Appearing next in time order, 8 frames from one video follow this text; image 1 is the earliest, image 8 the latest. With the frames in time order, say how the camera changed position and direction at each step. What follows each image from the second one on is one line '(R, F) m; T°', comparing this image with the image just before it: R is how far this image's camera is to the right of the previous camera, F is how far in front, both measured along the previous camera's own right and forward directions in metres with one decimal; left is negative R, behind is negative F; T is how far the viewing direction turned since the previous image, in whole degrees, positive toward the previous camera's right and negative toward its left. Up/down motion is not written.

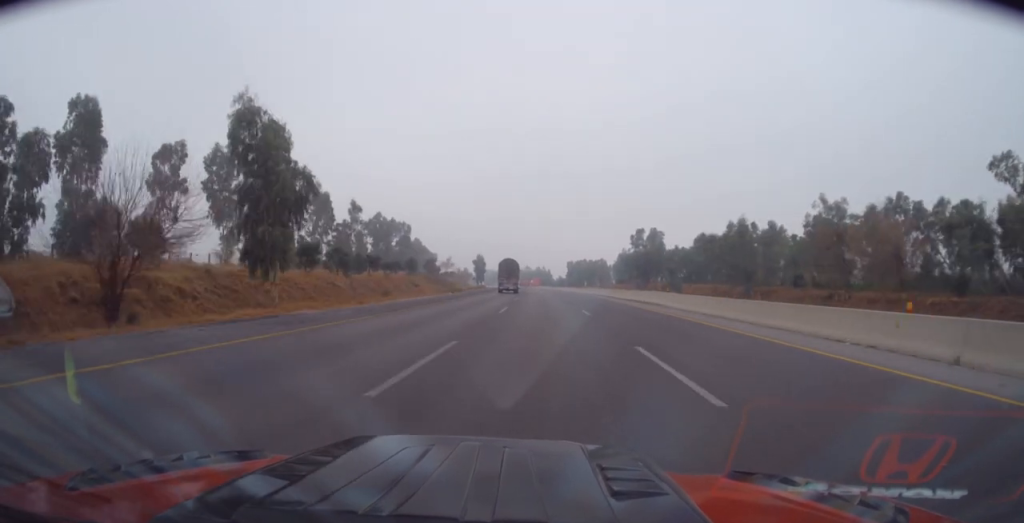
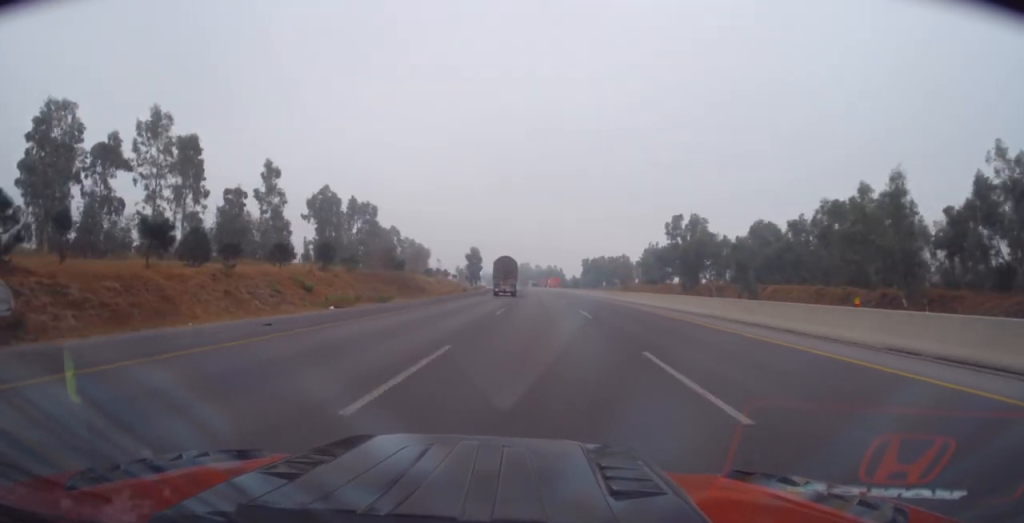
(-0.7, +37.0) m; -3°
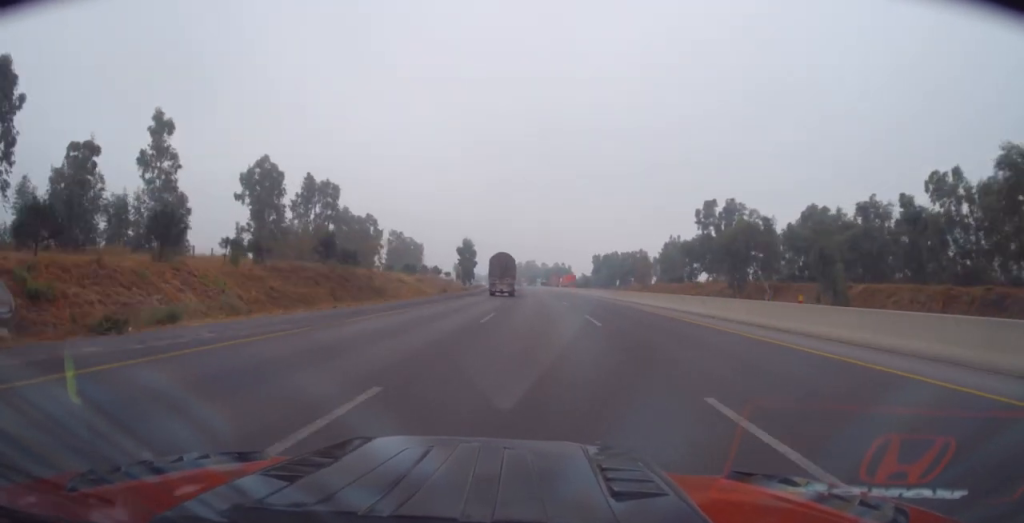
(-0.5, +22.9) m; 0°
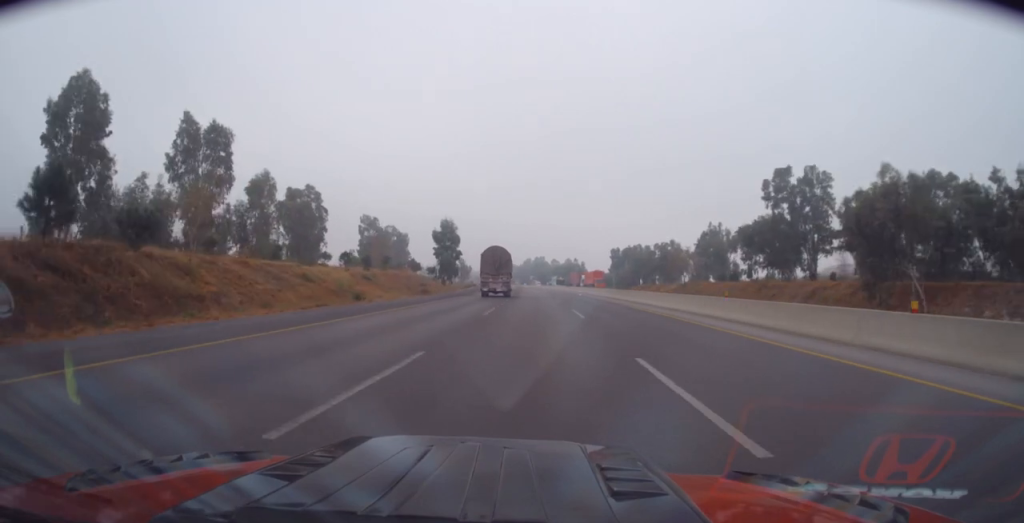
(0.0, +32.6) m; -1°
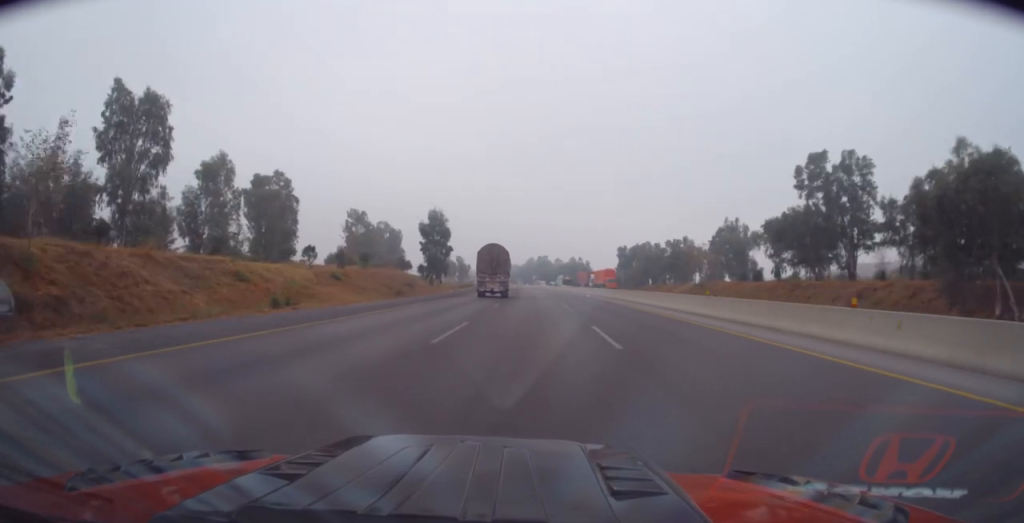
(-0.4, +10.6) m; 0°
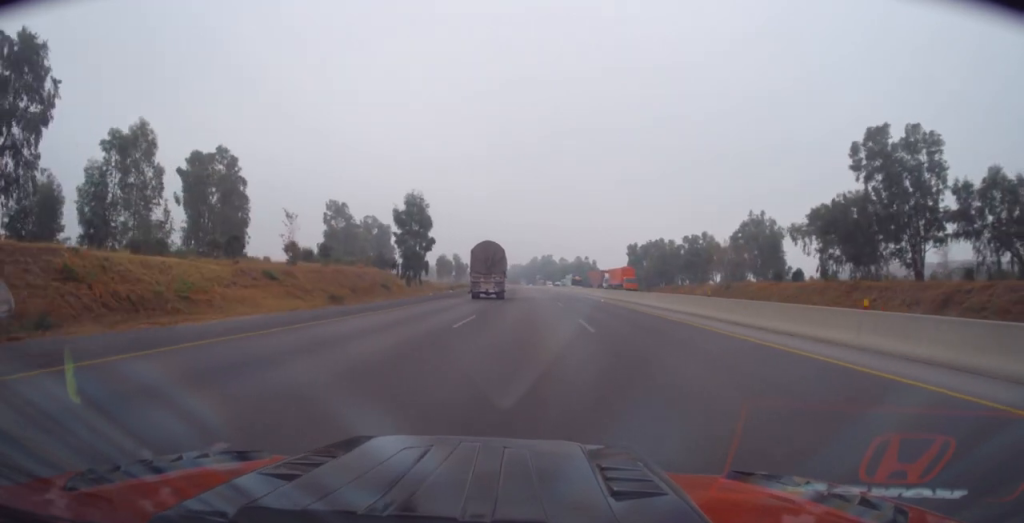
(+0.1, +13.9) m; 0°
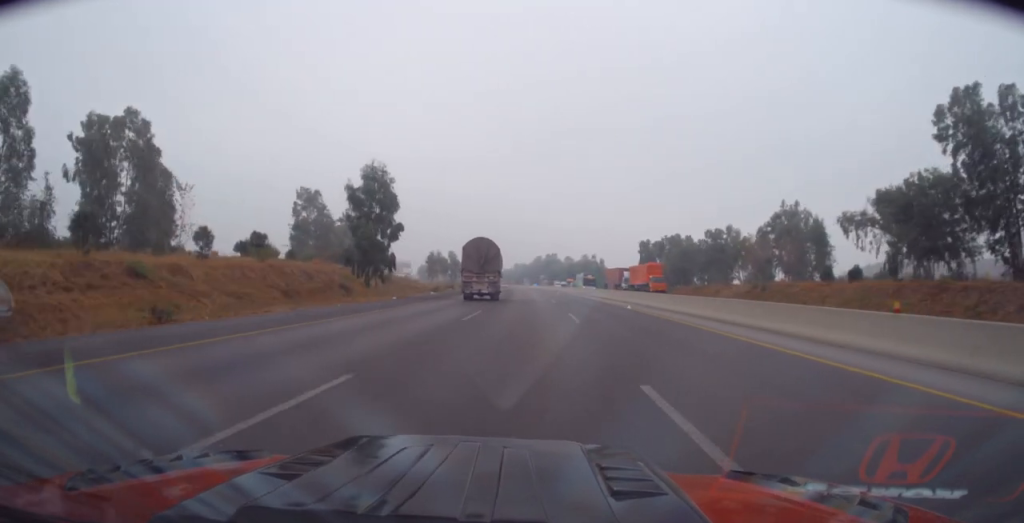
(+0.3, +14.7) m; 0°
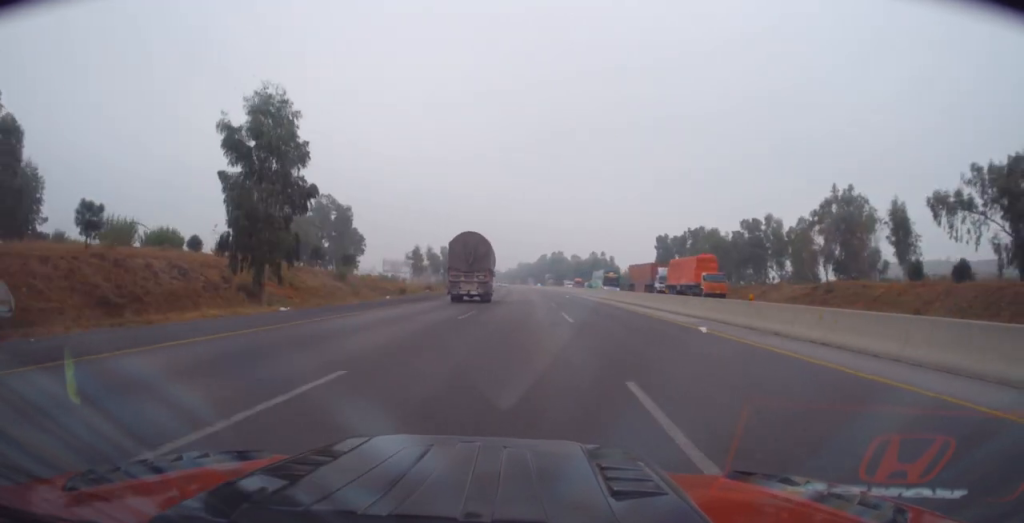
(-0.4, +18.0) m; 0°
